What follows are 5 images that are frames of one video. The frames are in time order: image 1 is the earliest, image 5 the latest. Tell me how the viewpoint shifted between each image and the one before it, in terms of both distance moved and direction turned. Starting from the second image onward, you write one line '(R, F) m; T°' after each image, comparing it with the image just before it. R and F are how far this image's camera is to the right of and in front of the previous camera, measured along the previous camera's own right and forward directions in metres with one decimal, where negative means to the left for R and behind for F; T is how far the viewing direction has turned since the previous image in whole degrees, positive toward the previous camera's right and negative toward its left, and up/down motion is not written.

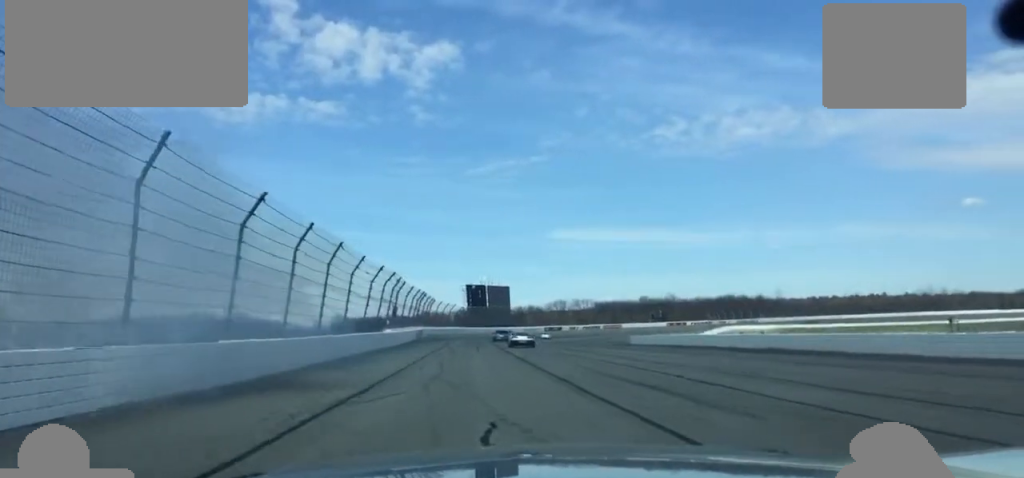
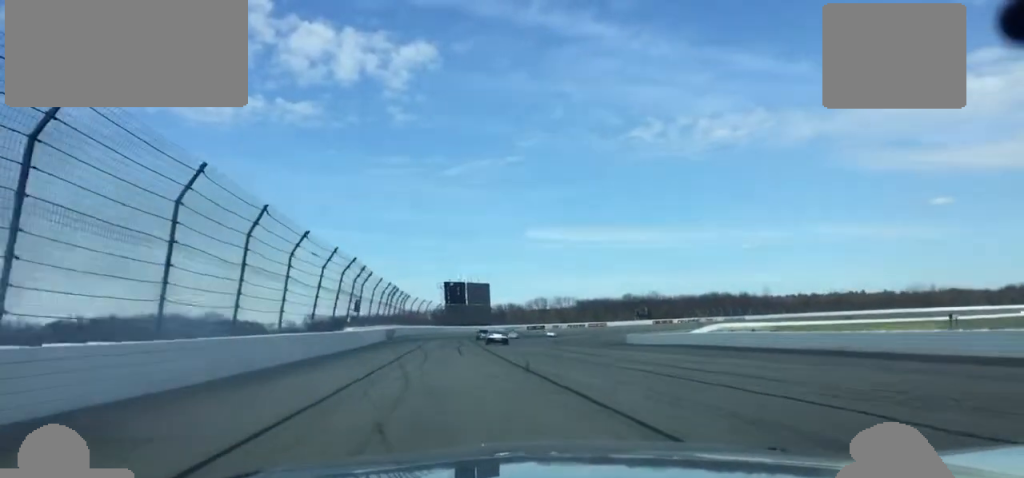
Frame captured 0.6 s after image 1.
(-0.2, +12.6) m; 0°
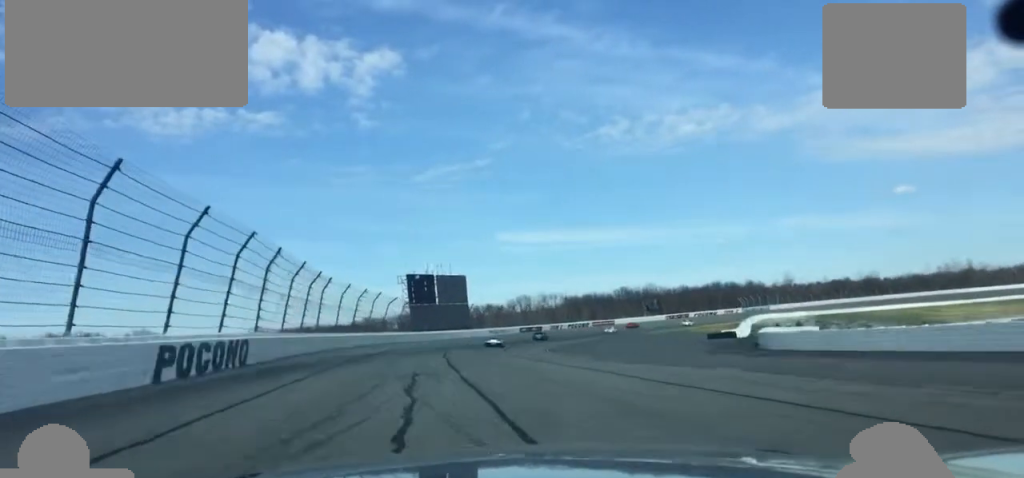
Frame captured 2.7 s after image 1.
(+2.4, +56.8) m; +3°
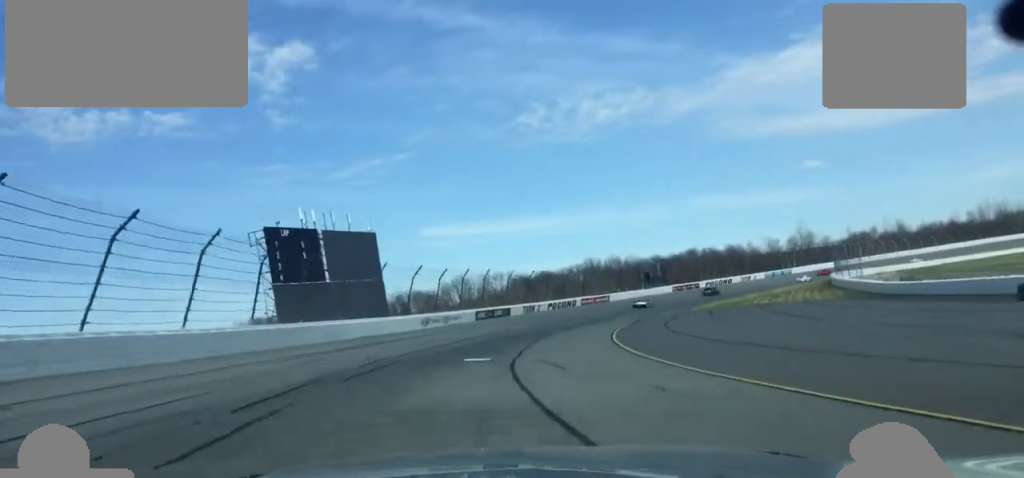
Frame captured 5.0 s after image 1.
(+2.3, +75.3) m; +7°
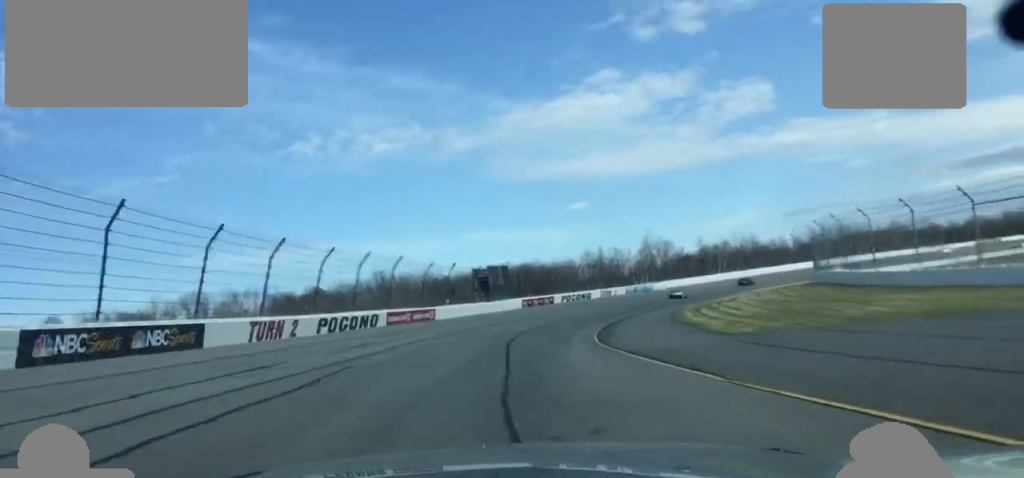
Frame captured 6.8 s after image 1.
(+8.1, +65.2) m; +15°
